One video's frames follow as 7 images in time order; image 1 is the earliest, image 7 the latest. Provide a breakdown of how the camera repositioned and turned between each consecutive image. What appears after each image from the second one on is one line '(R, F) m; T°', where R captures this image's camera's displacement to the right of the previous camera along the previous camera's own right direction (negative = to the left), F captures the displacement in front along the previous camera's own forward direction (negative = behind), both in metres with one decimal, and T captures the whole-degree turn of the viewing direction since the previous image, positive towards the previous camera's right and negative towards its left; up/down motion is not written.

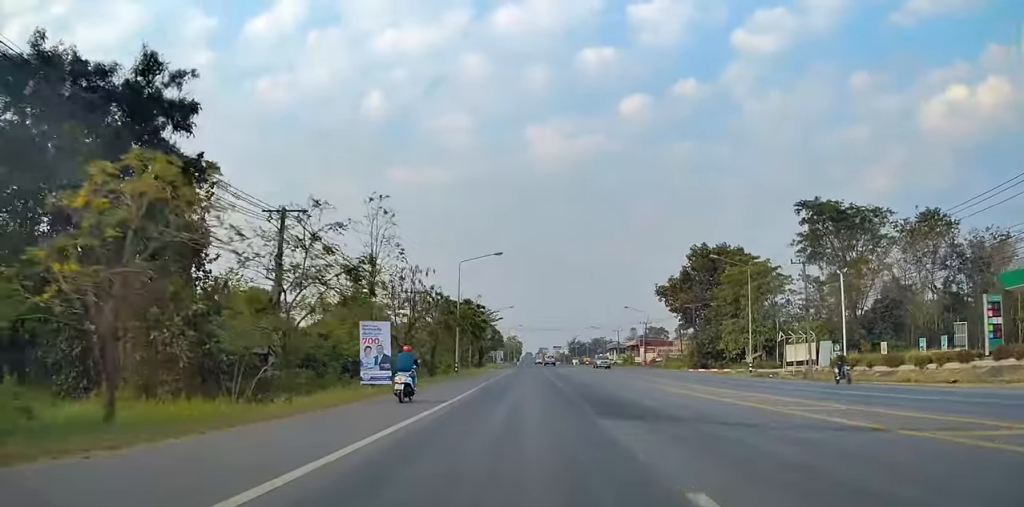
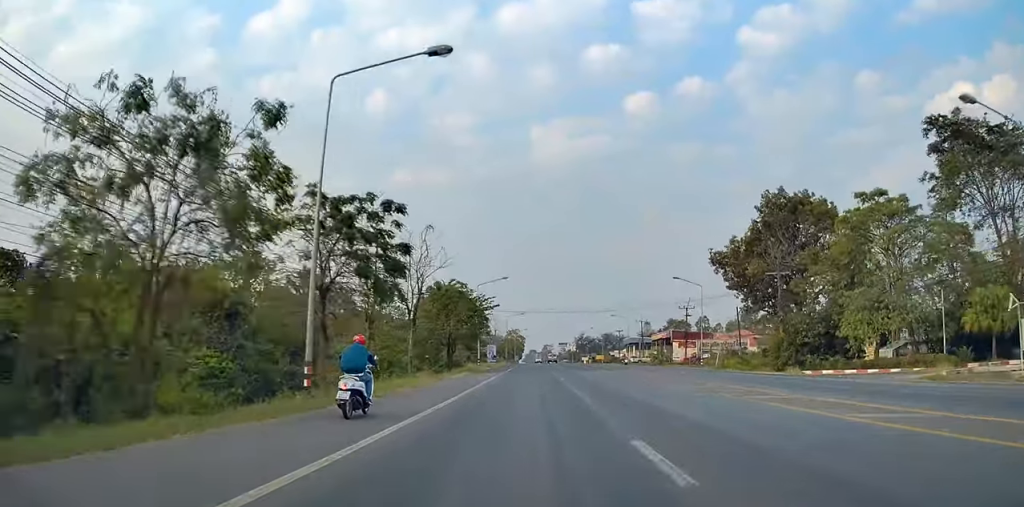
(+0.7, +33.6) m; +2°
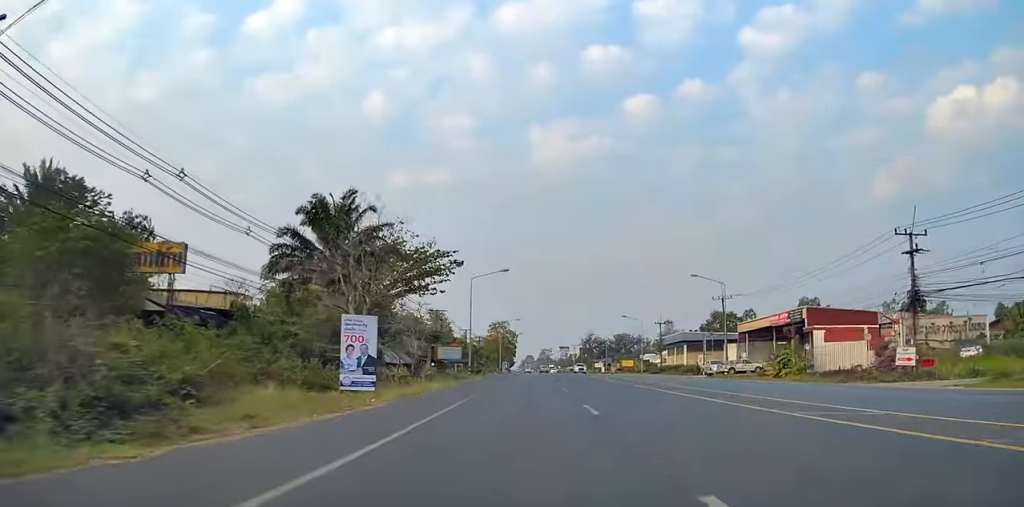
(-0.4, +65.5) m; 0°
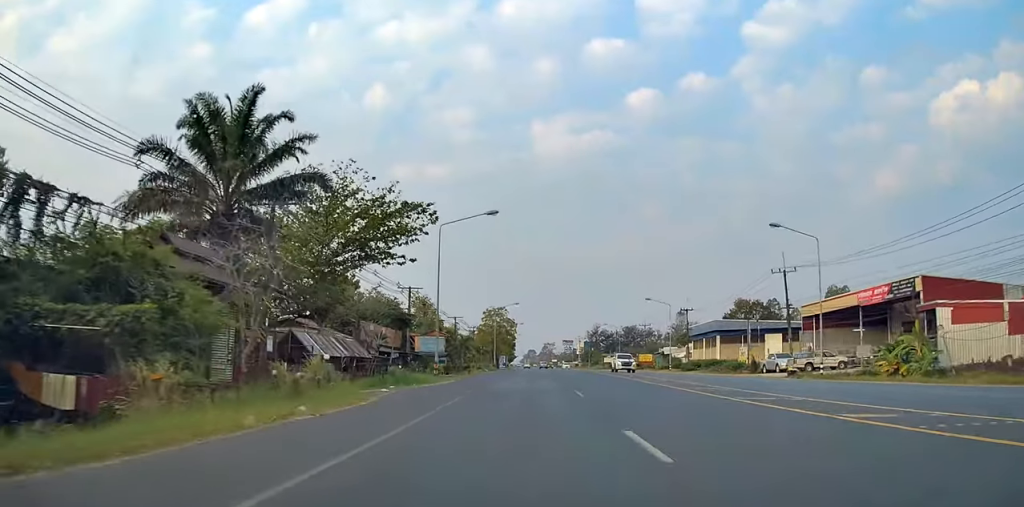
(+0.1, +20.5) m; -1°
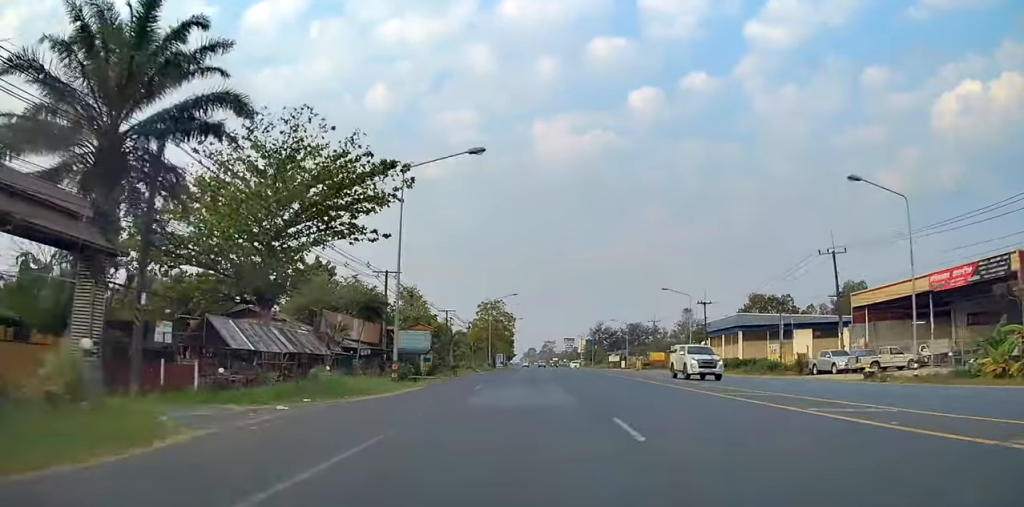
(-0.2, +10.8) m; 0°
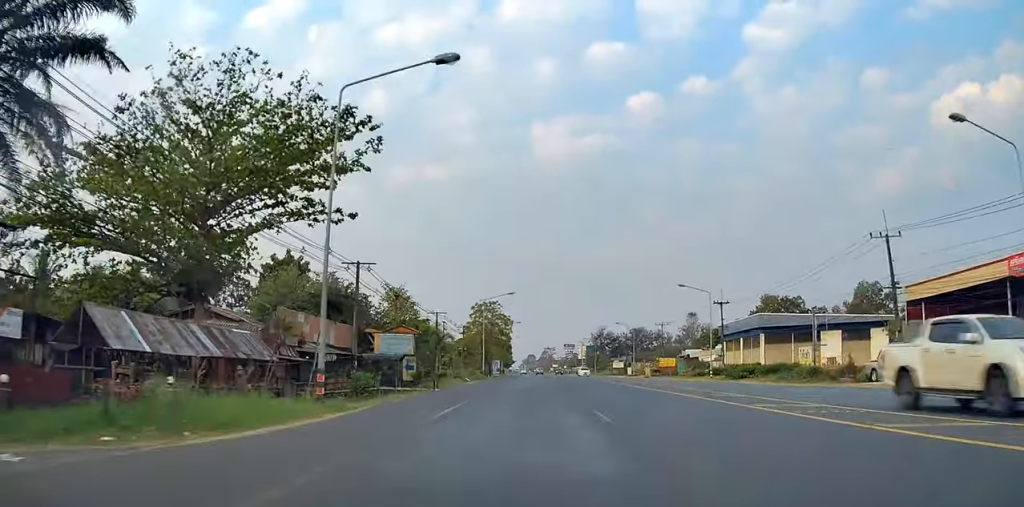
(-0.2, +8.6) m; 0°
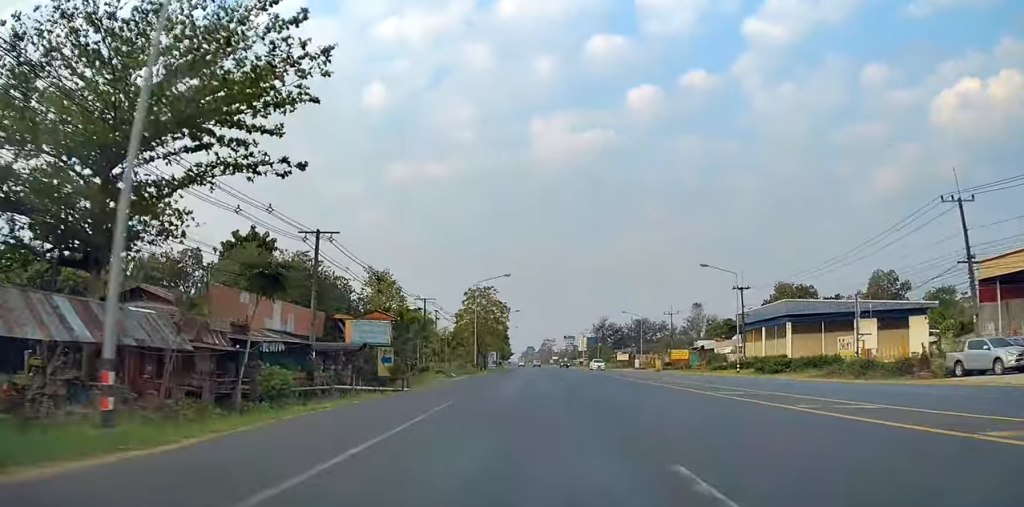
(+0.1, +9.3) m; +1°
